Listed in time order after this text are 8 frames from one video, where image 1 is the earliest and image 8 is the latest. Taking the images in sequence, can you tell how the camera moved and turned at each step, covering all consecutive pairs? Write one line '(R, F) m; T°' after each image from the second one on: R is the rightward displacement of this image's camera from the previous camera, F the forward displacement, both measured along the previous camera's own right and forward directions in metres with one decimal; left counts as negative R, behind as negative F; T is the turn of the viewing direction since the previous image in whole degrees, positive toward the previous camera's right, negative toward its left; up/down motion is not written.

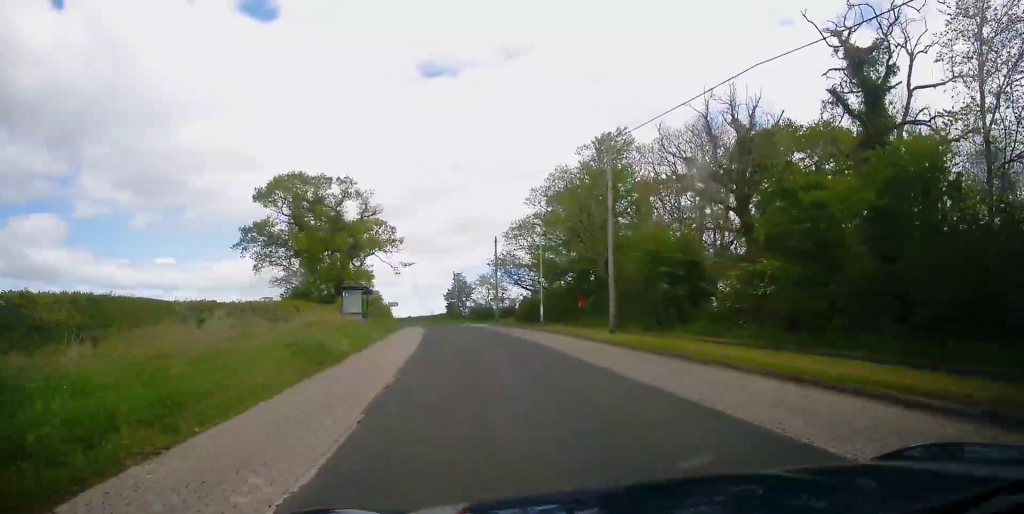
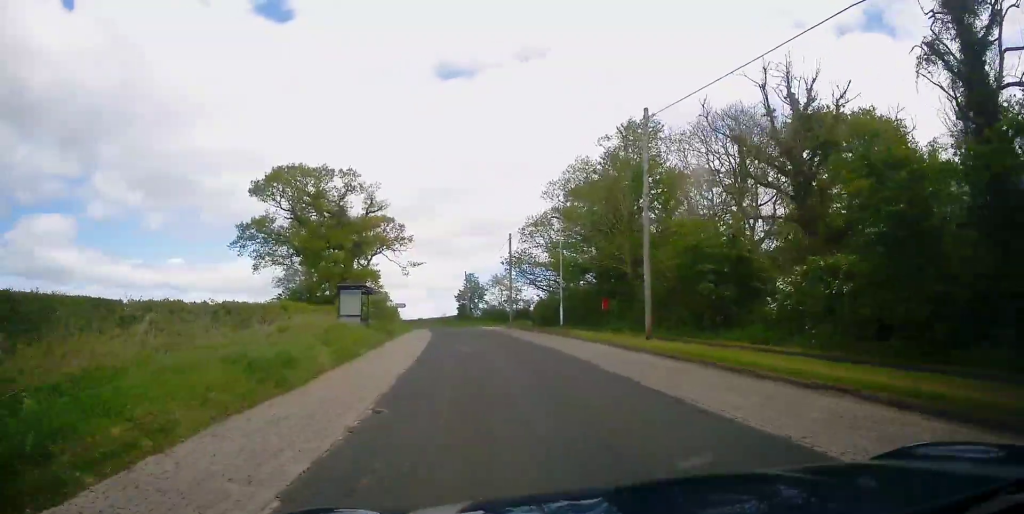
(-0.3, +3.7) m; -3°
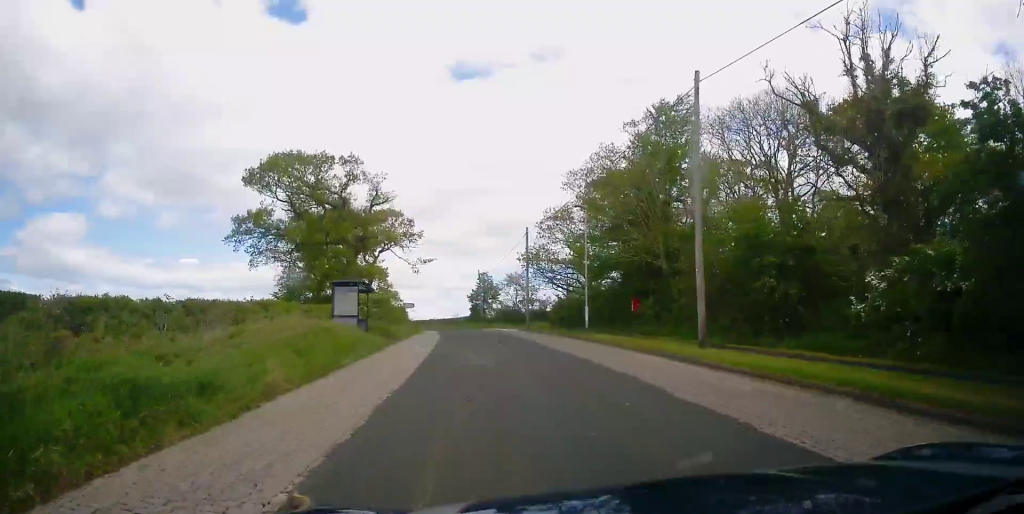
(-0.1, +3.6) m; -1°
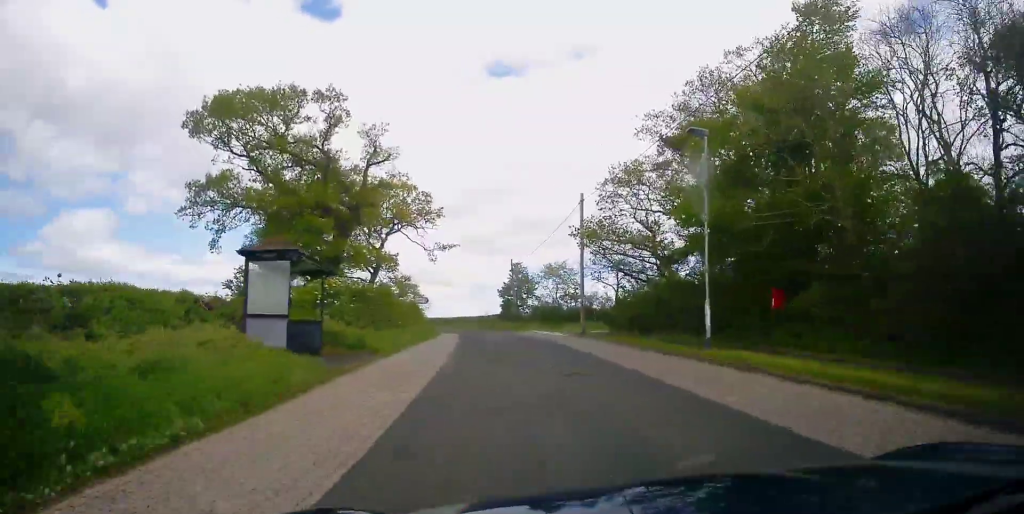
(-0.2, +12.0) m; 0°
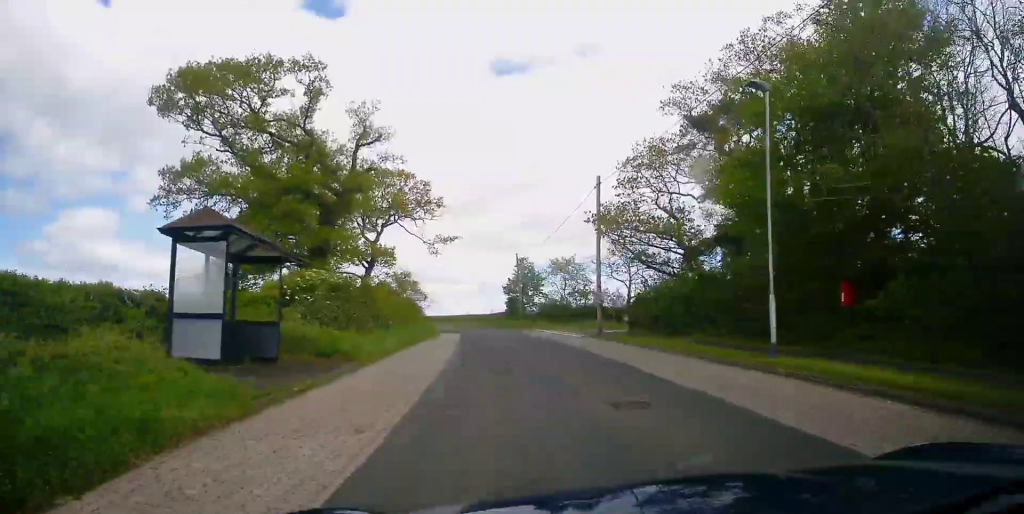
(+0.1, +3.9) m; -1°
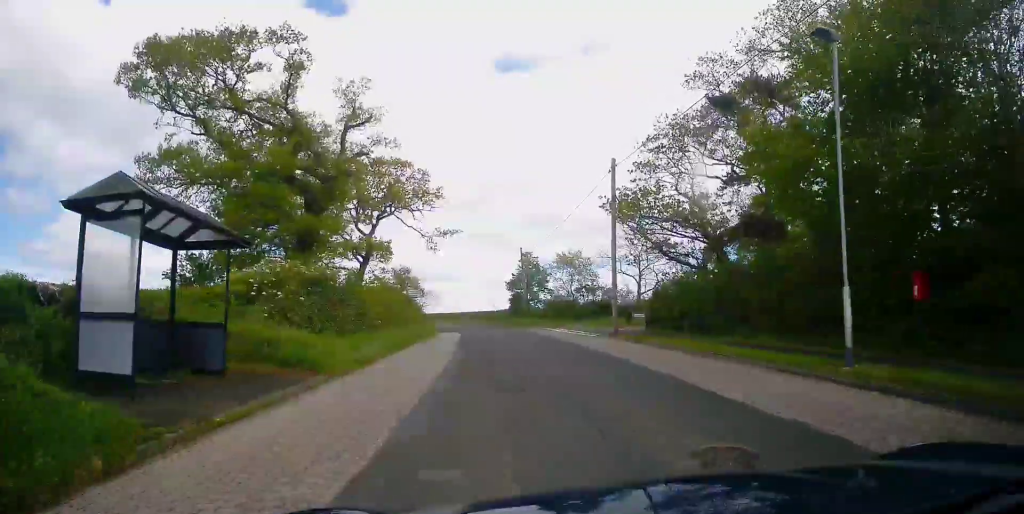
(+0.1, +2.8) m; -1°
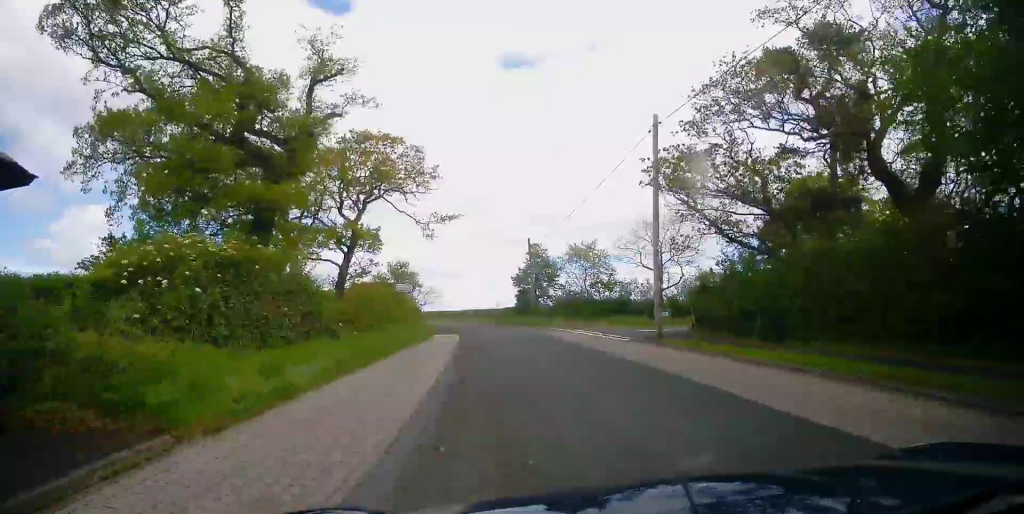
(-0.4, +5.7) m; -1°
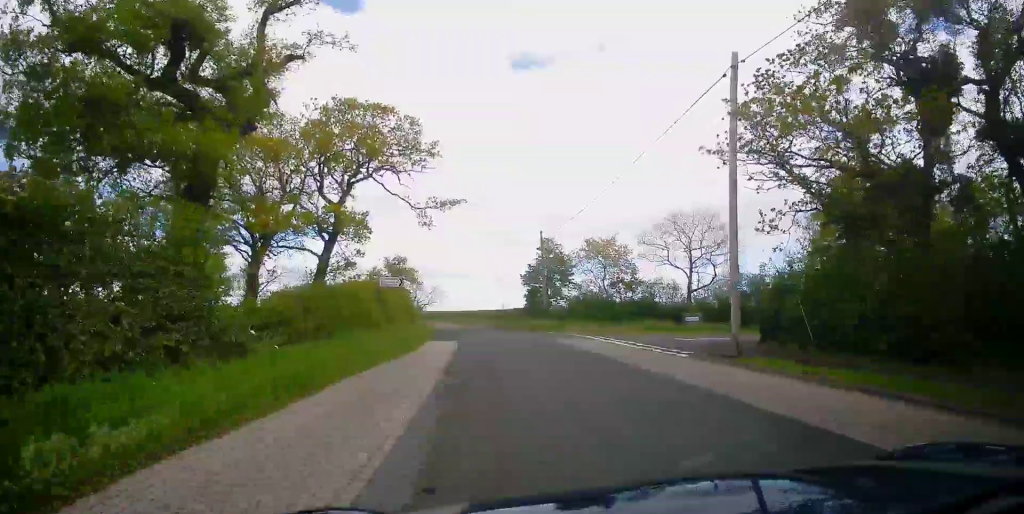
(+0.3, +5.7) m; +4°
